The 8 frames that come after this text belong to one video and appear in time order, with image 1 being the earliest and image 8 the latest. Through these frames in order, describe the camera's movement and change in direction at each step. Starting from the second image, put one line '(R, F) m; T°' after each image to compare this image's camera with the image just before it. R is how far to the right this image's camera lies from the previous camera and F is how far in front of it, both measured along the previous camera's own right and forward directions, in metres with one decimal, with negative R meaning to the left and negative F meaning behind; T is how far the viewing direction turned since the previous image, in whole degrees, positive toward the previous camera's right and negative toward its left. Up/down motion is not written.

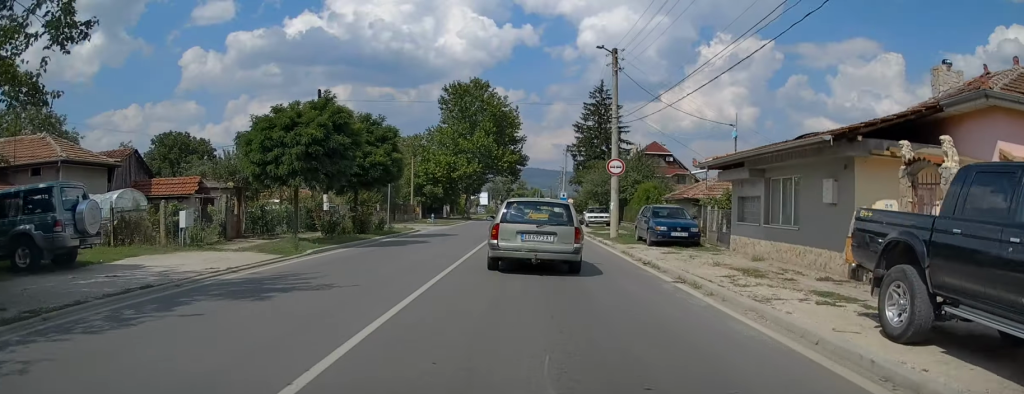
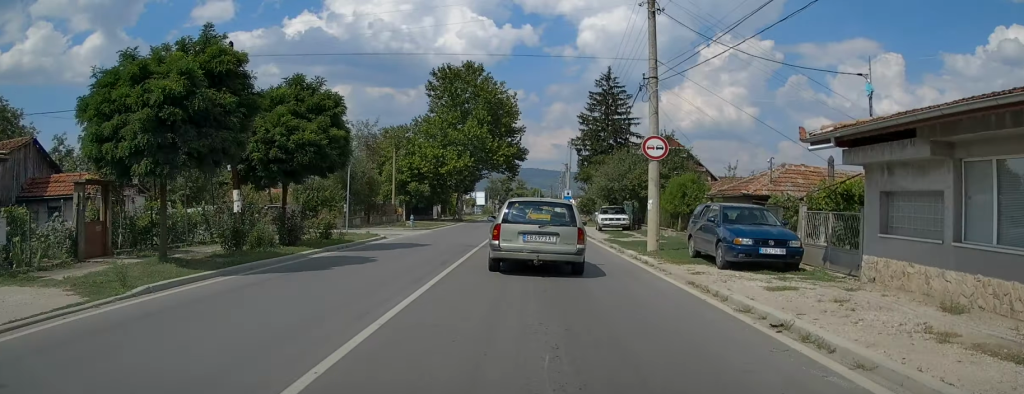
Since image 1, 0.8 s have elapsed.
(0.0, +8.2) m; 0°
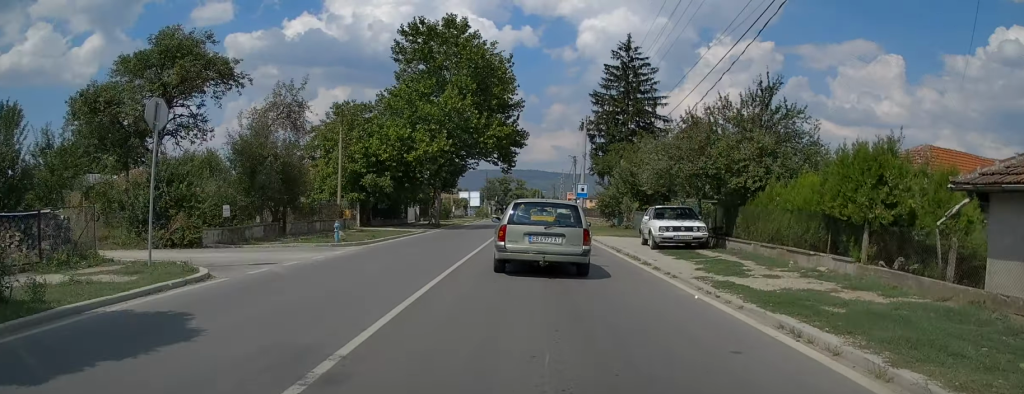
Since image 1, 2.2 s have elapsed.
(+0.2, +15.2) m; +1°
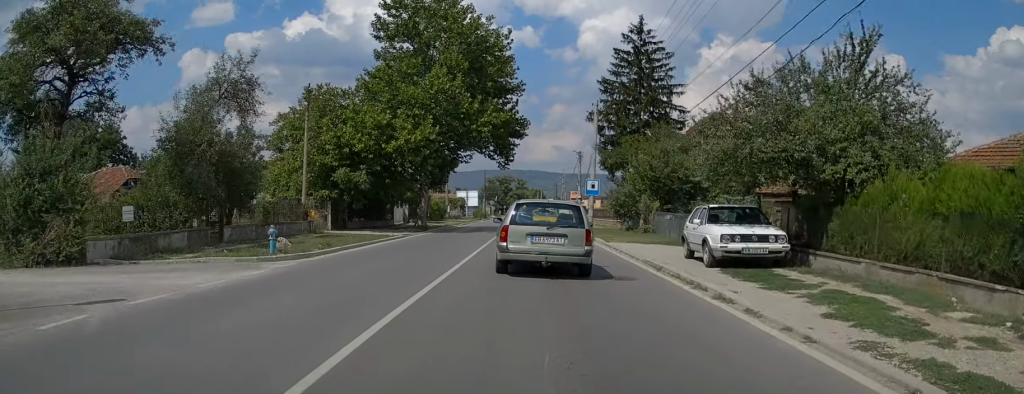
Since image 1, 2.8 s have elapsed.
(0.0, +6.1) m; 0°
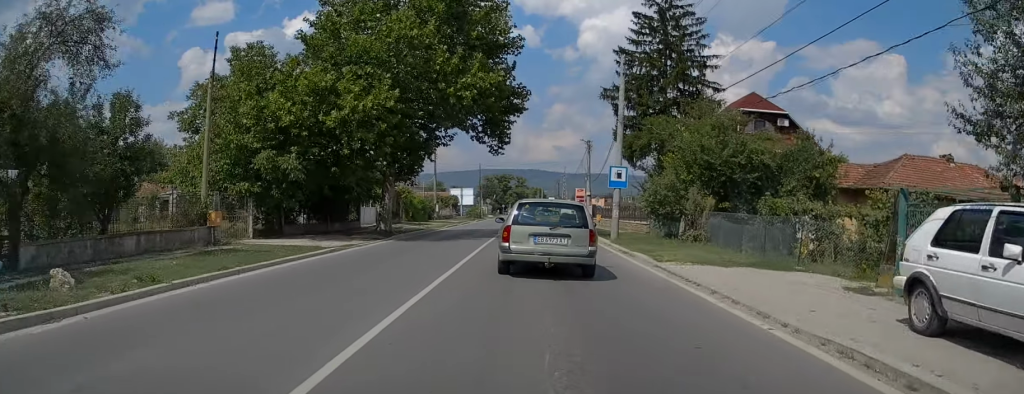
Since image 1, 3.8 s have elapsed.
(-0.1, +10.1) m; -1°
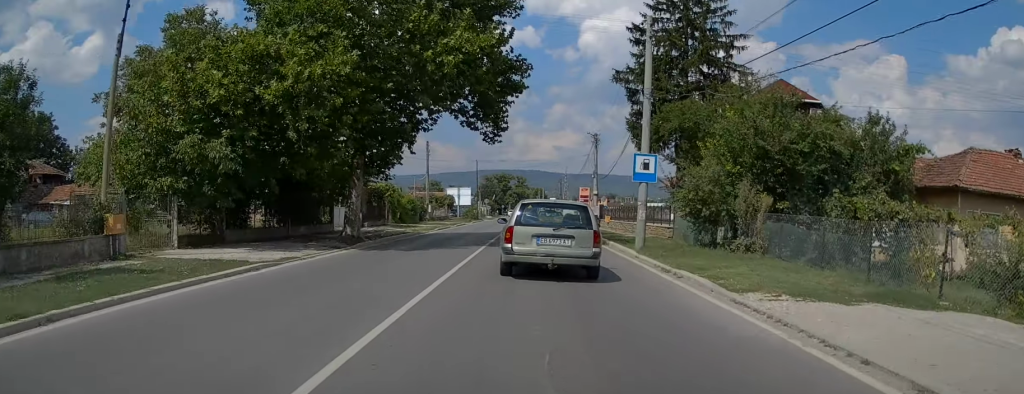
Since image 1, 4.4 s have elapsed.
(-0.1, +5.7) m; 0°
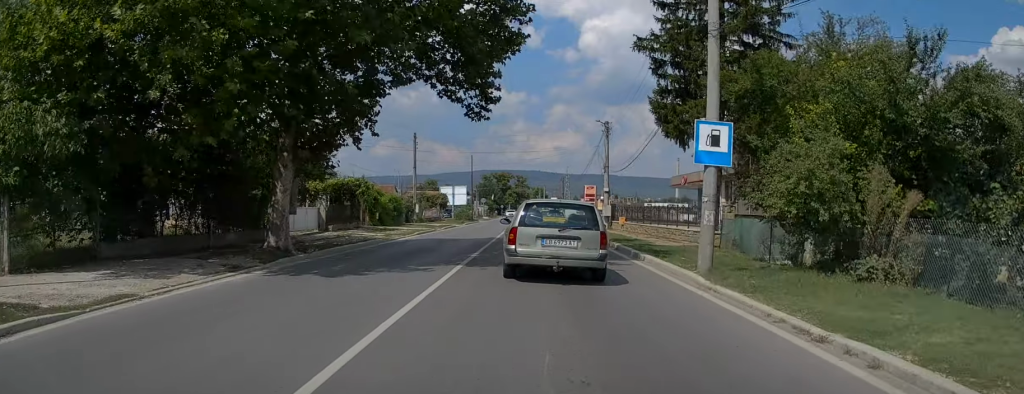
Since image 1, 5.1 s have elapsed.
(+0.1, +7.3) m; 0°
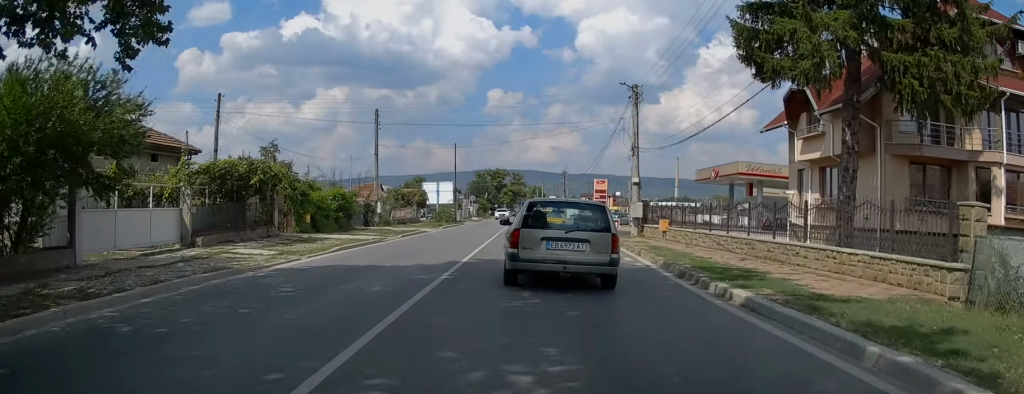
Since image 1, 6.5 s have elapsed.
(-0.1, +13.4) m; 0°
